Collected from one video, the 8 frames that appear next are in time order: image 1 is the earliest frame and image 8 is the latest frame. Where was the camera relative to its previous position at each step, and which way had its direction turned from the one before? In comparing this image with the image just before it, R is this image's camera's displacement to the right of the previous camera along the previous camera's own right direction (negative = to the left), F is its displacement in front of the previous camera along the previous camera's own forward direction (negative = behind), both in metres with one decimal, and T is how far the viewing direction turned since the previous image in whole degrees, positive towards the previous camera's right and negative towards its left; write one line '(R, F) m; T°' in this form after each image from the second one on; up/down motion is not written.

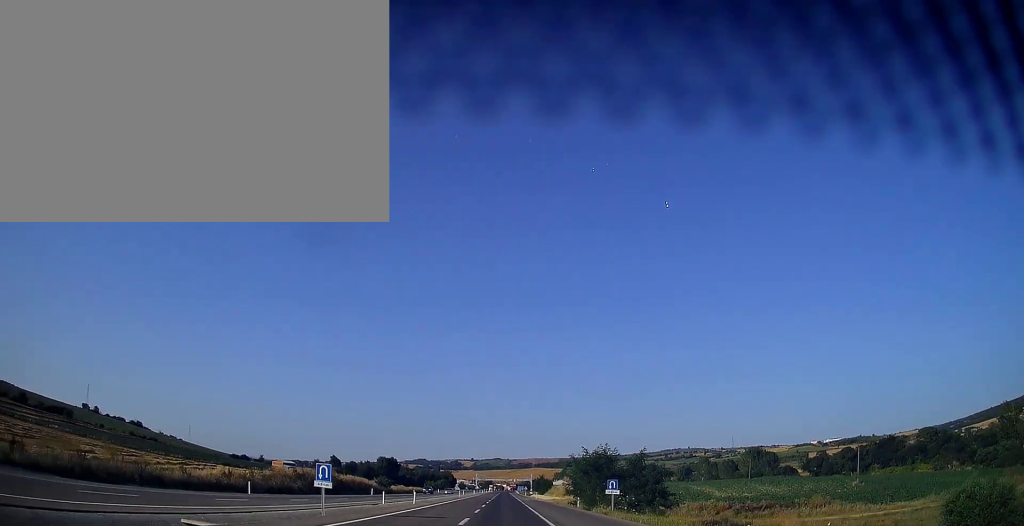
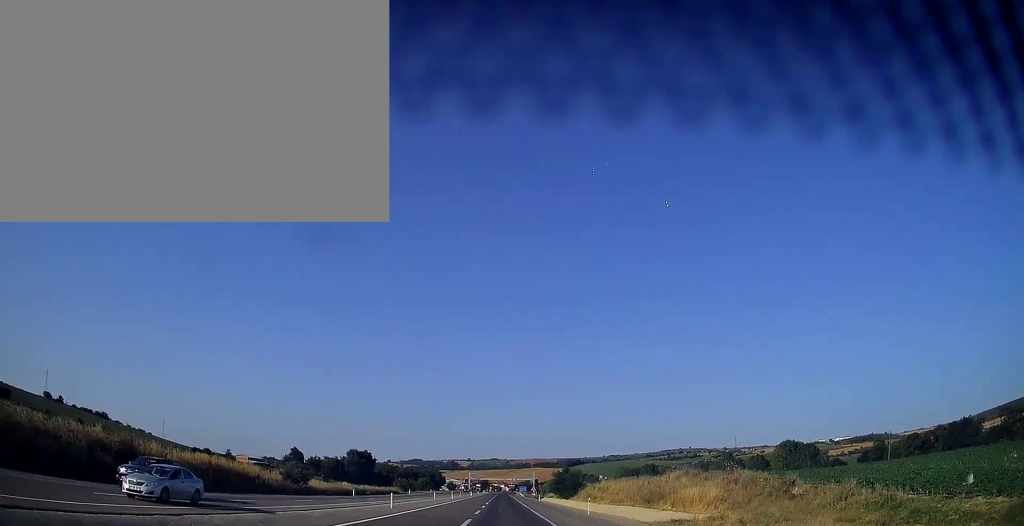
(0.0, +58.1) m; 0°
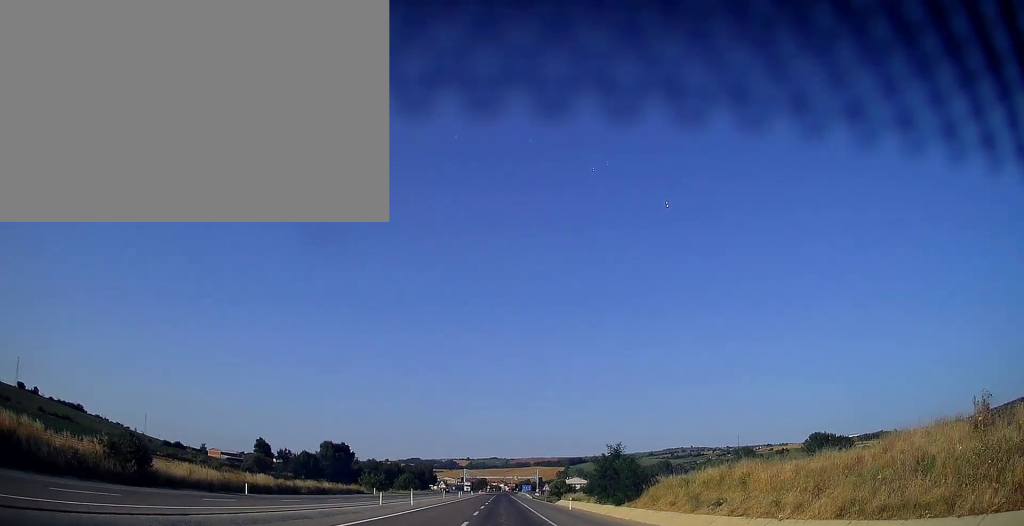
(0.0, +38.1) m; 0°
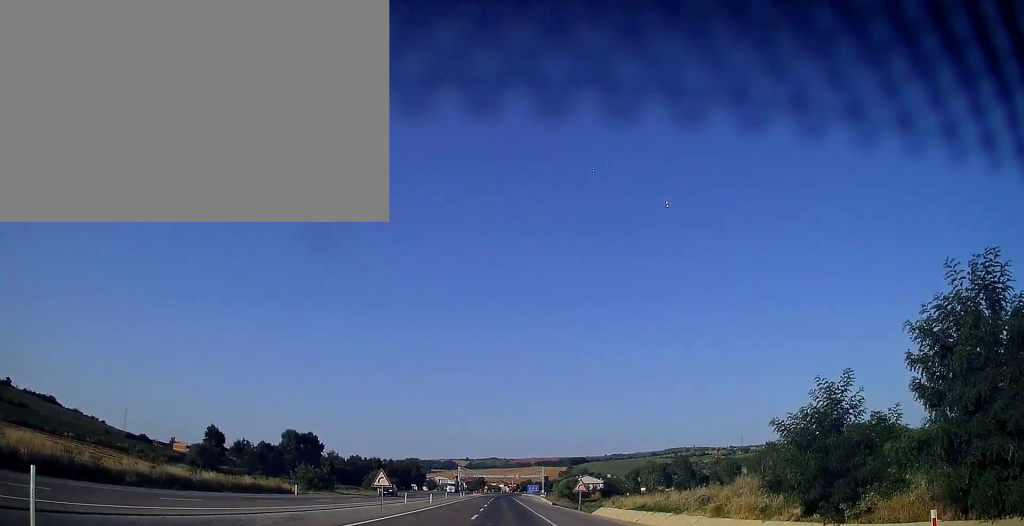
(+0.2, +39.8) m; 0°
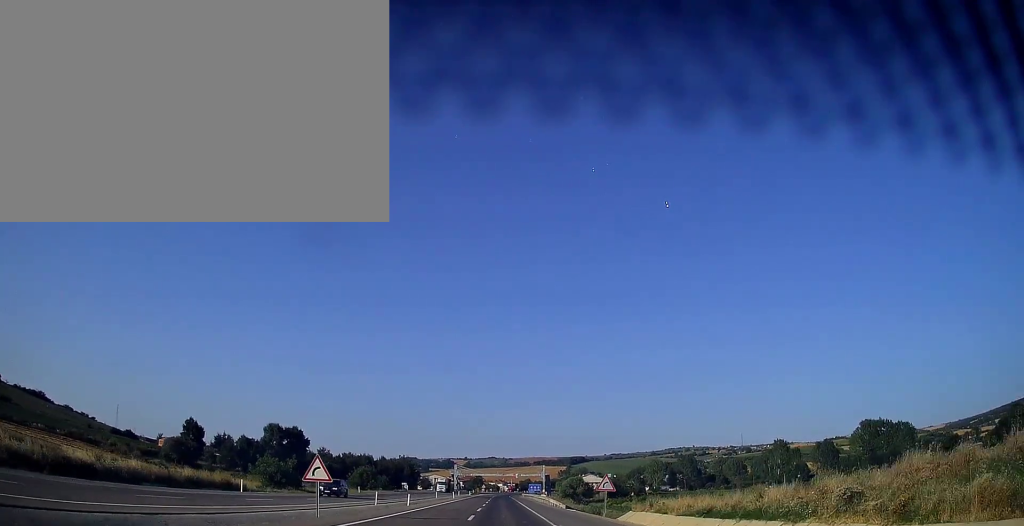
(0.0, +13.5) m; 0°
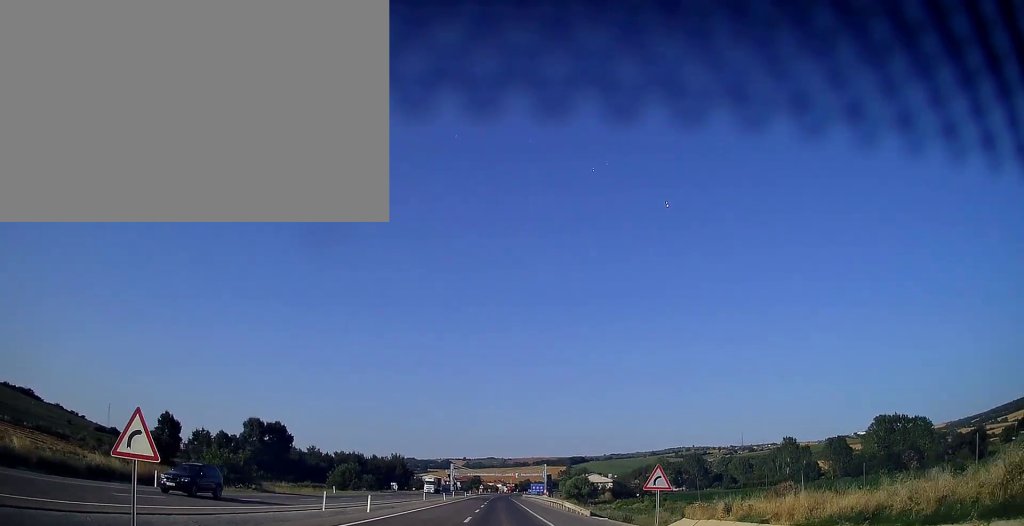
(-0.1, +13.5) m; 0°
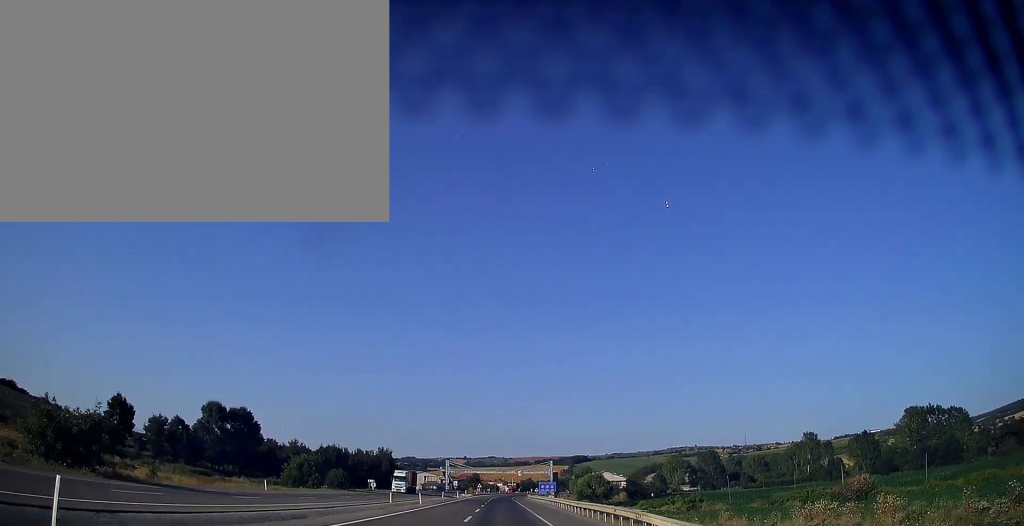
(0.0, +24.0) m; 0°
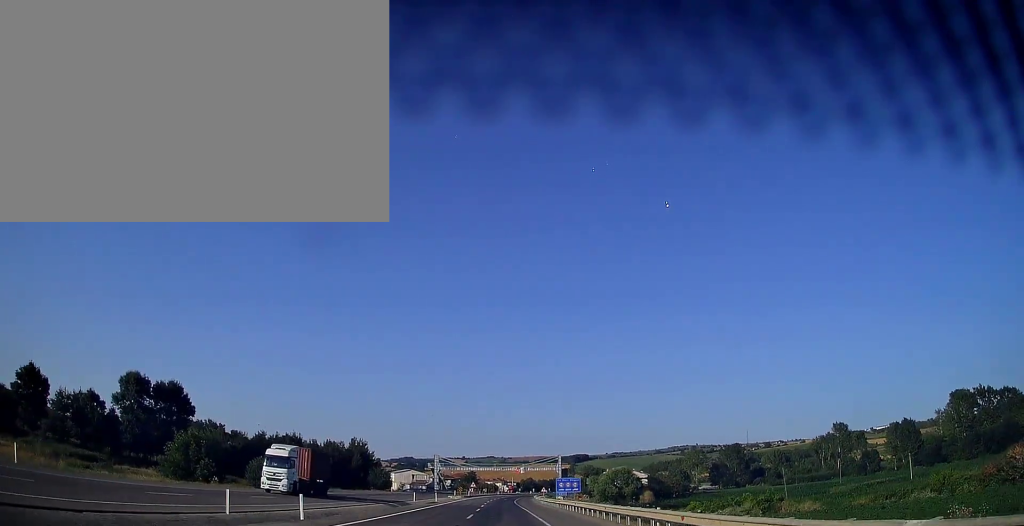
(+0.1, +32.5) m; 0°
